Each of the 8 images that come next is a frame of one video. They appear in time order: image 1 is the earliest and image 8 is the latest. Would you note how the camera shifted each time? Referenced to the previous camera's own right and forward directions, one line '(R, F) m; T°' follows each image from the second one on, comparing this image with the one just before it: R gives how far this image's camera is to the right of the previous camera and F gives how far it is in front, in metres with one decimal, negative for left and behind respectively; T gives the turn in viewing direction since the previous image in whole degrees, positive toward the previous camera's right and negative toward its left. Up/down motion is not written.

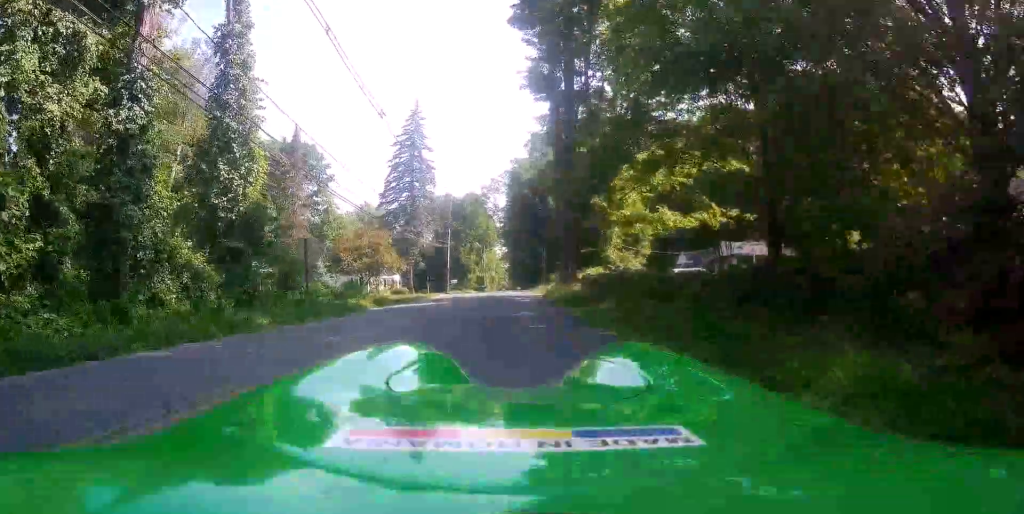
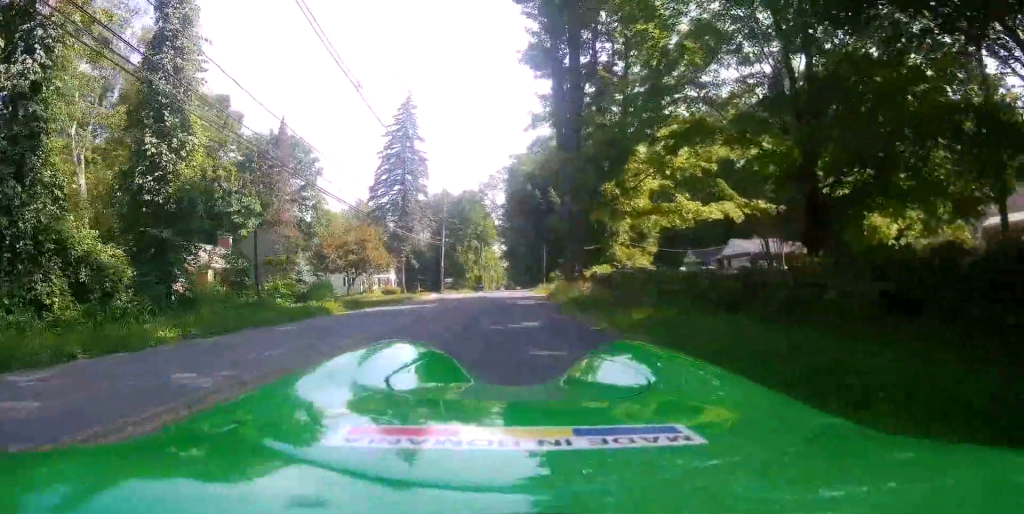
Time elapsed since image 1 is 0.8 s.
(-0.4, +3.6) m; -2°
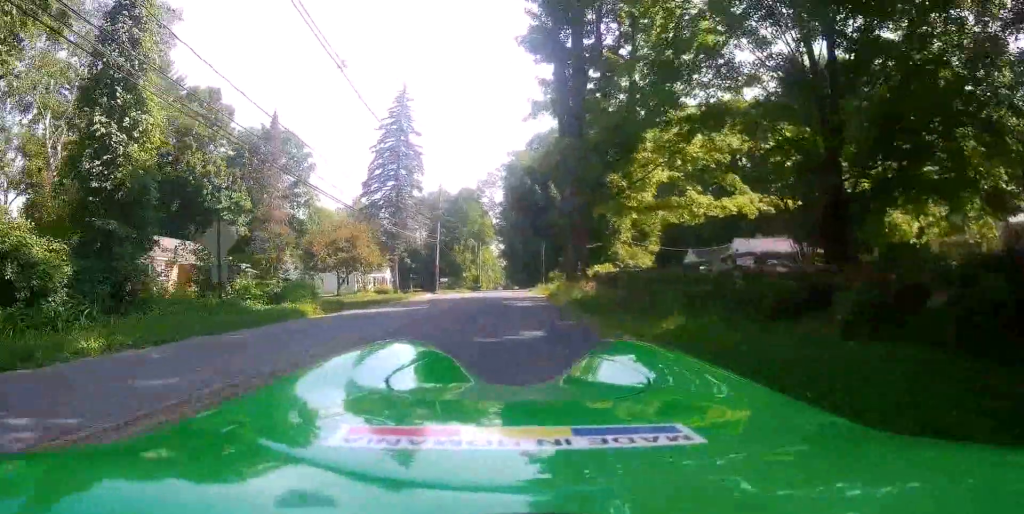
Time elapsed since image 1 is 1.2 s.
(-0.2, +1.8) m; 0°
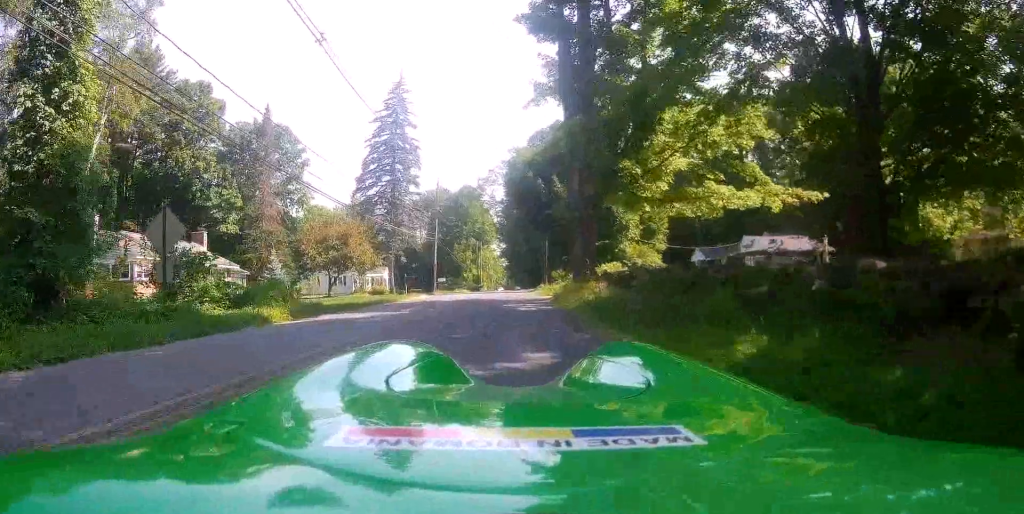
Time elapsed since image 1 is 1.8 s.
(+0.3, +2.5) m; +4°
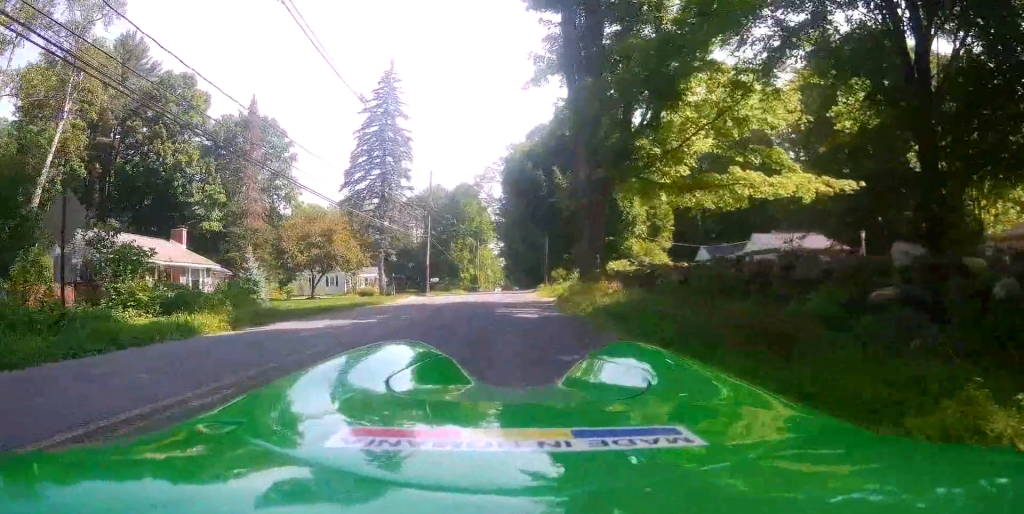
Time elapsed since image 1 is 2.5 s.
(+0.2, +3.1) m; +3°
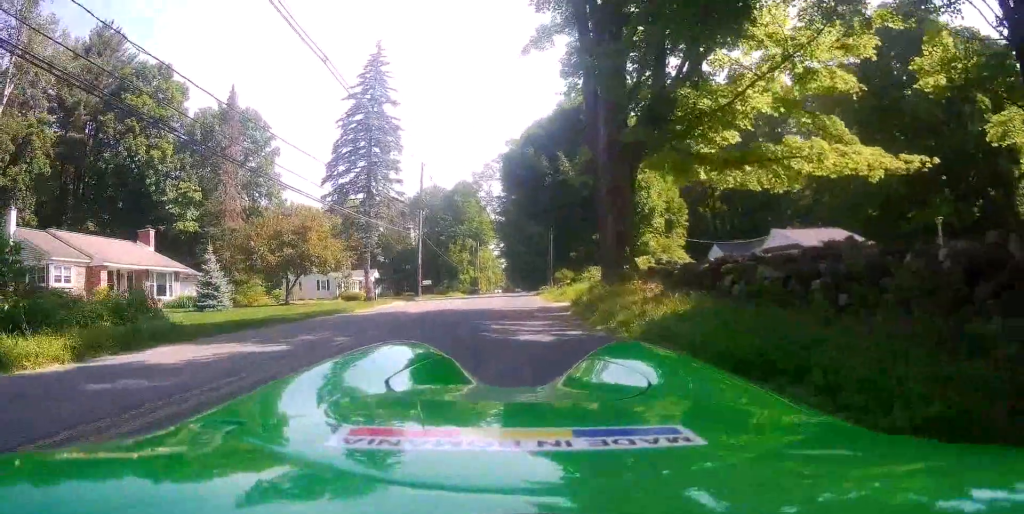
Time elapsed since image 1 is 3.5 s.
(0.0, +4.6) m; +1°
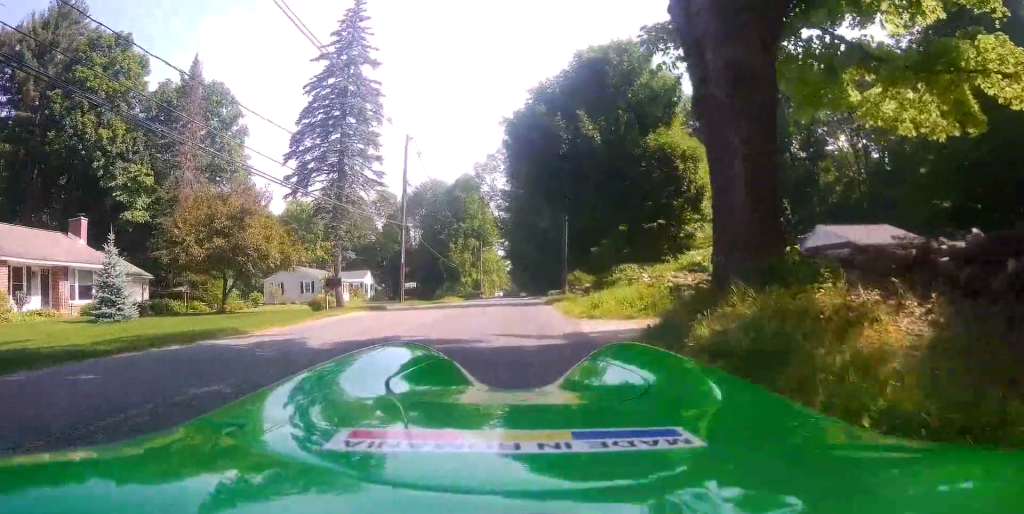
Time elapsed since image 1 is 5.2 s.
(+0.4, +7.9) m; +2°
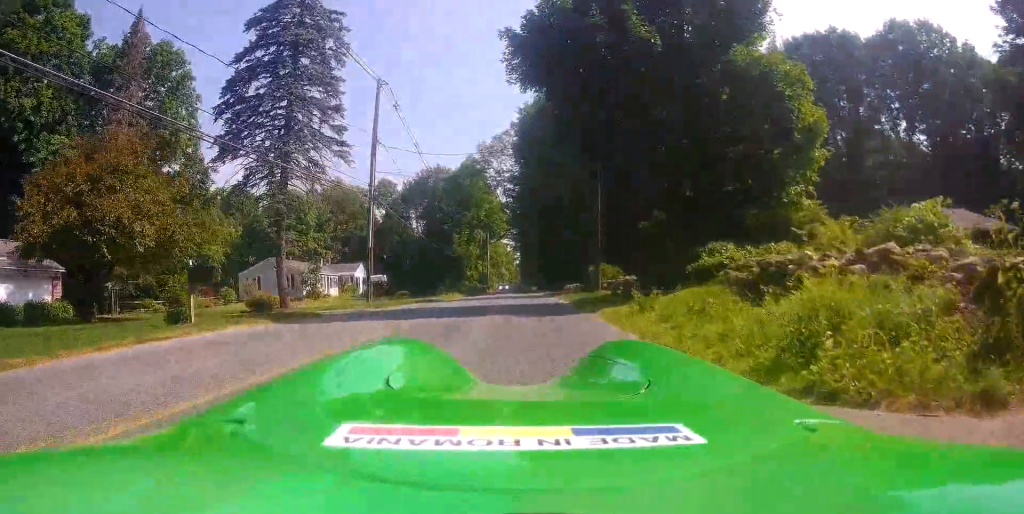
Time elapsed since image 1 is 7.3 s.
(+0.1, +9.8) m; +2°
